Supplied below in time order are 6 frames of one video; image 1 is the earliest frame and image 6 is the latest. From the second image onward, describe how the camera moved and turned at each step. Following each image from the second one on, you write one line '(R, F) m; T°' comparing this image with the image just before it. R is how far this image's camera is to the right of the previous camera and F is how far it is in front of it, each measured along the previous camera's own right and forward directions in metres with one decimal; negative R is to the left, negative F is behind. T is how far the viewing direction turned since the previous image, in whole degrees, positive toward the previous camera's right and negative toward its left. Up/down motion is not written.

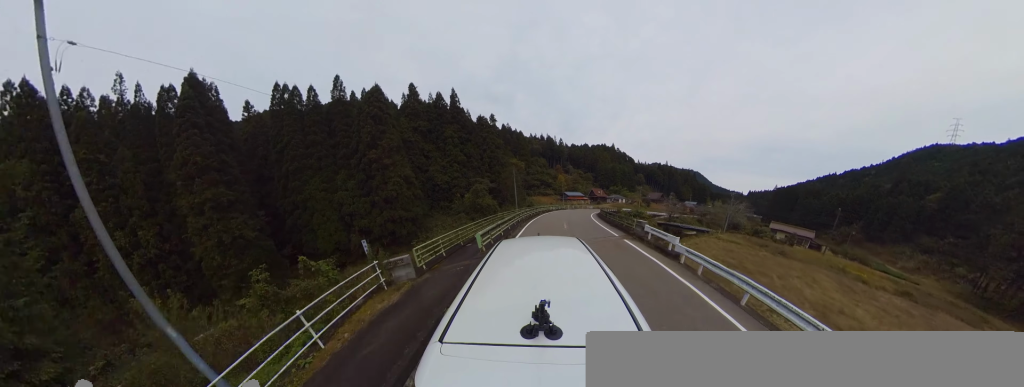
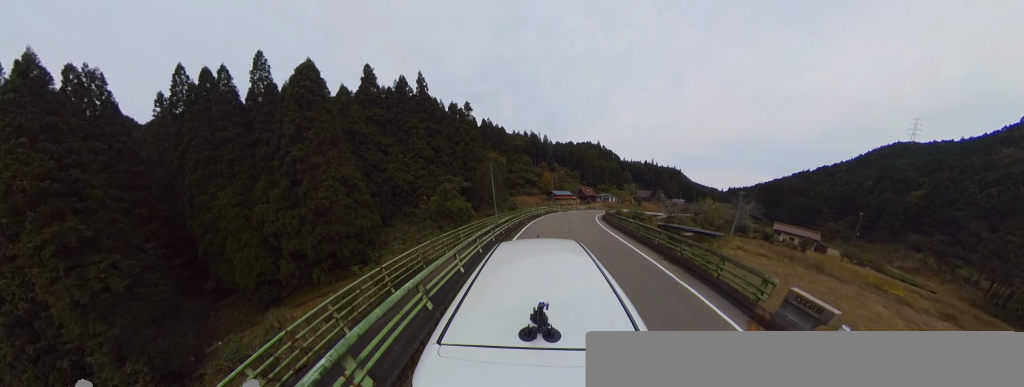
(+0.2, +8.7) m; +6°
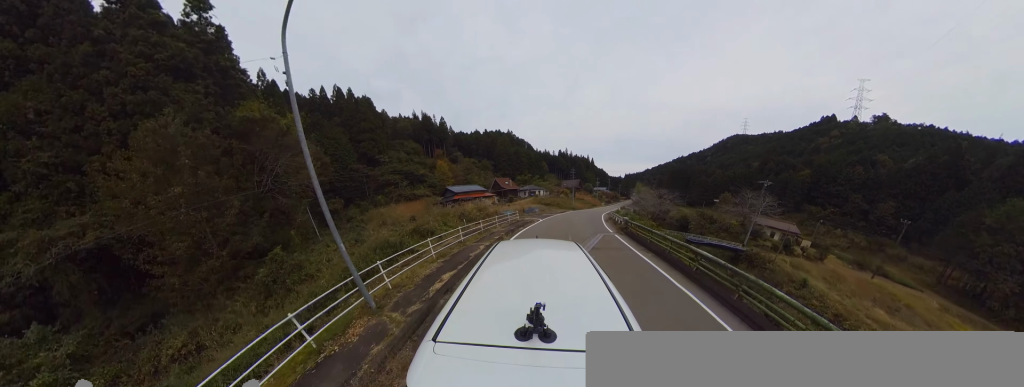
(+10.1, +33.8) m; +32°
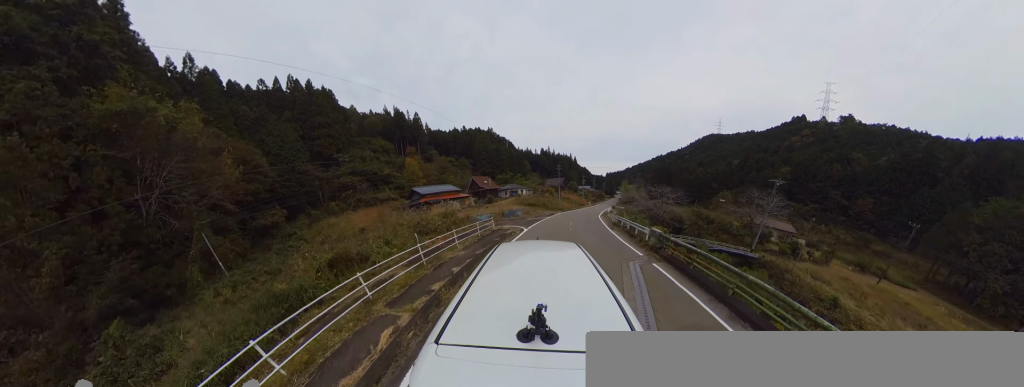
(+0.9, +6.9) m; +5°
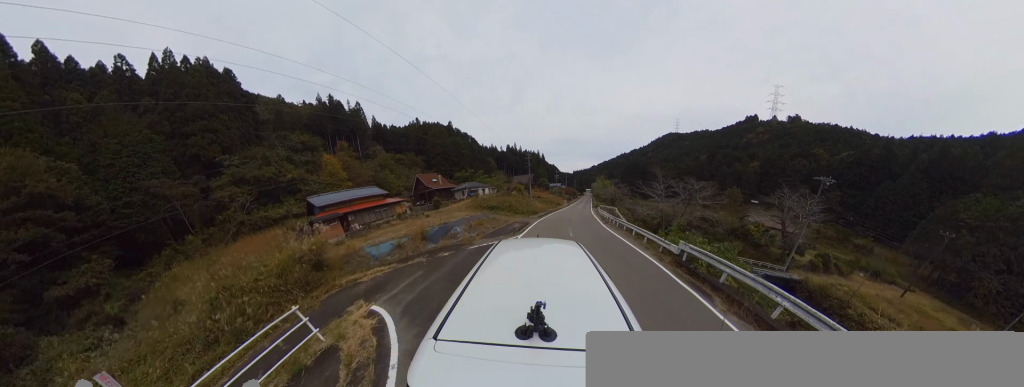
(+1.2, +14.8) m; +8°
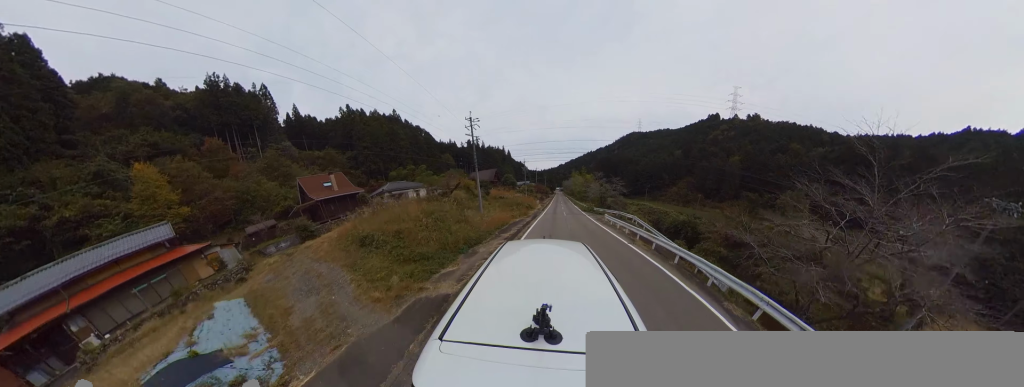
(+1.5, +18.8) m; +11°
